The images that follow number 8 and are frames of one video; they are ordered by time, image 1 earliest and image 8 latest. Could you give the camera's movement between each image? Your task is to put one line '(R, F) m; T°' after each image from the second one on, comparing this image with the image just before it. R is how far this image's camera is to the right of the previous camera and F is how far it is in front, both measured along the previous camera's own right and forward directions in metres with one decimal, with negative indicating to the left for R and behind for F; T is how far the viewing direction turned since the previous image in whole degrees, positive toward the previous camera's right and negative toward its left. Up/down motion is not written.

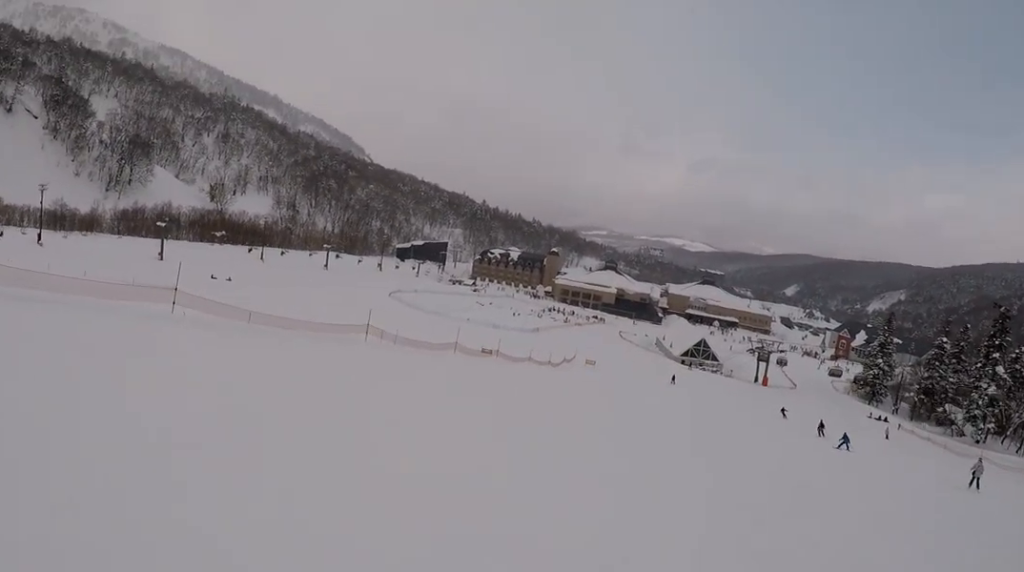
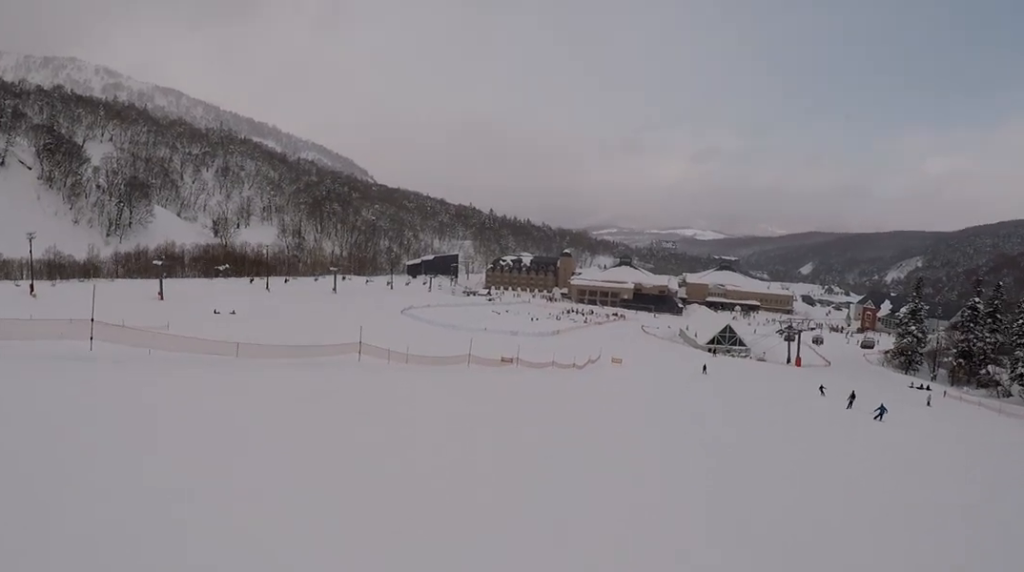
(+0.2, +5.6) m; +2°
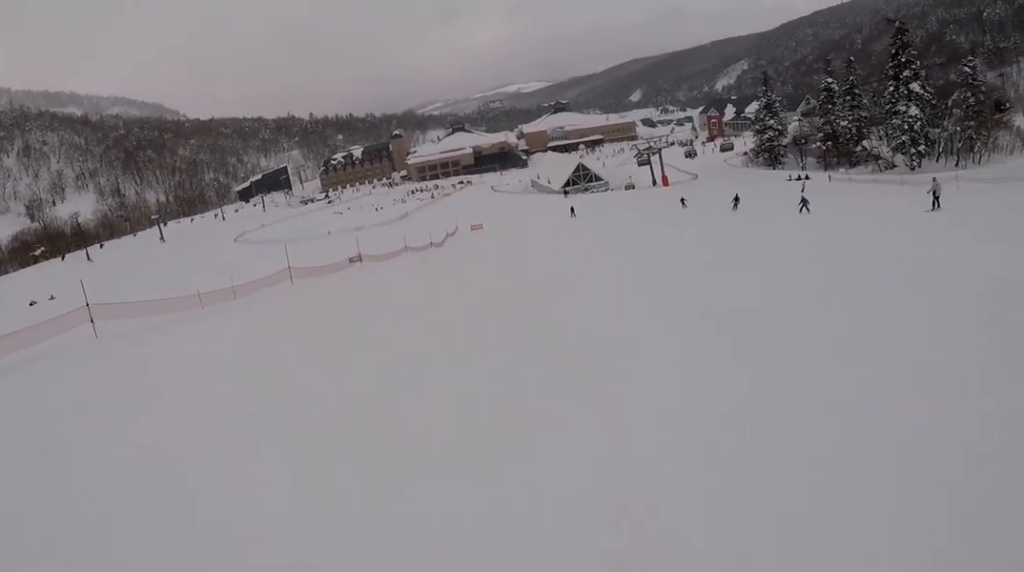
(0.0, +12.0) m; 0°
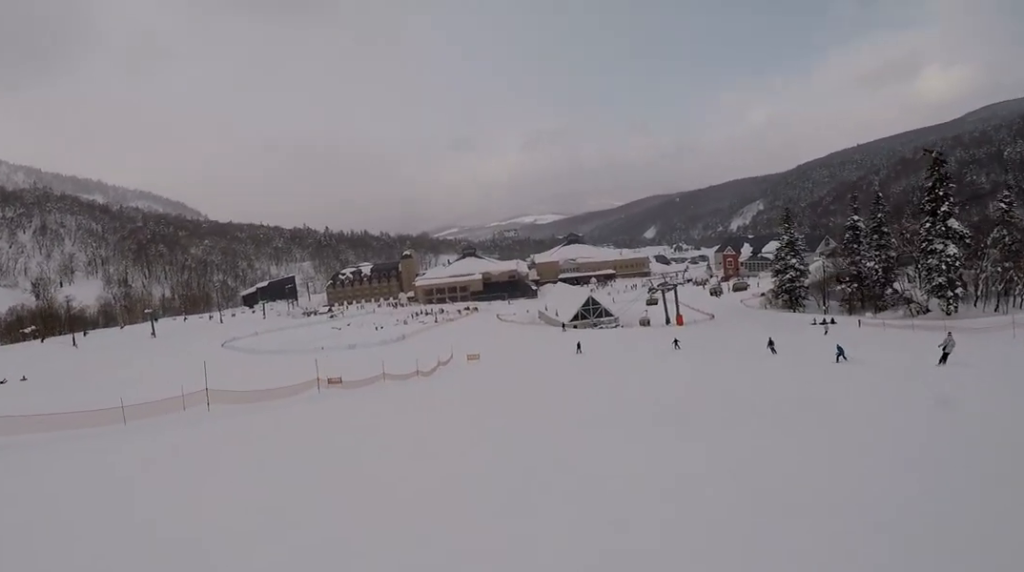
(0.0, +8.3) m; -1°
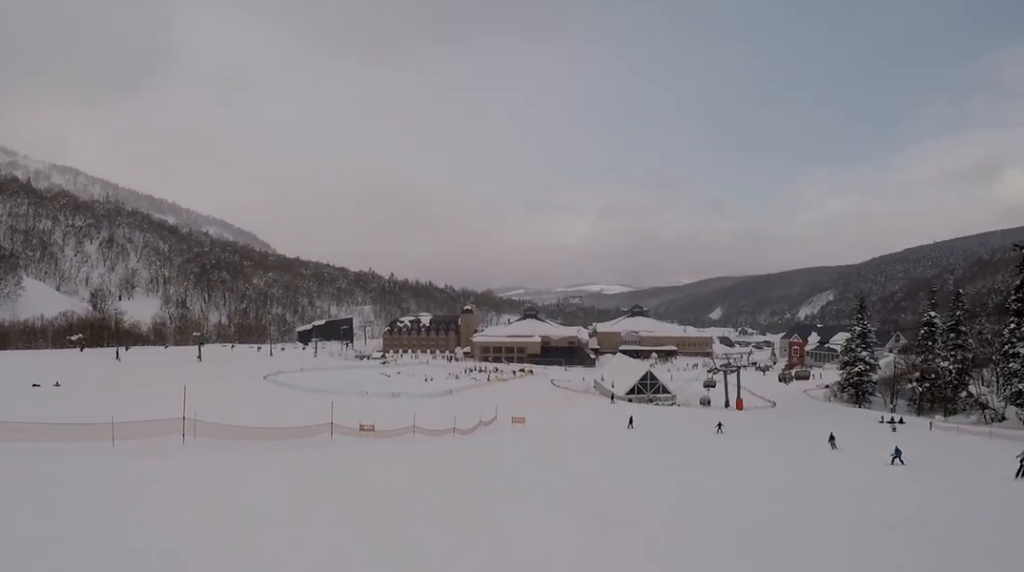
(-0.1, +4.8) m; -1°
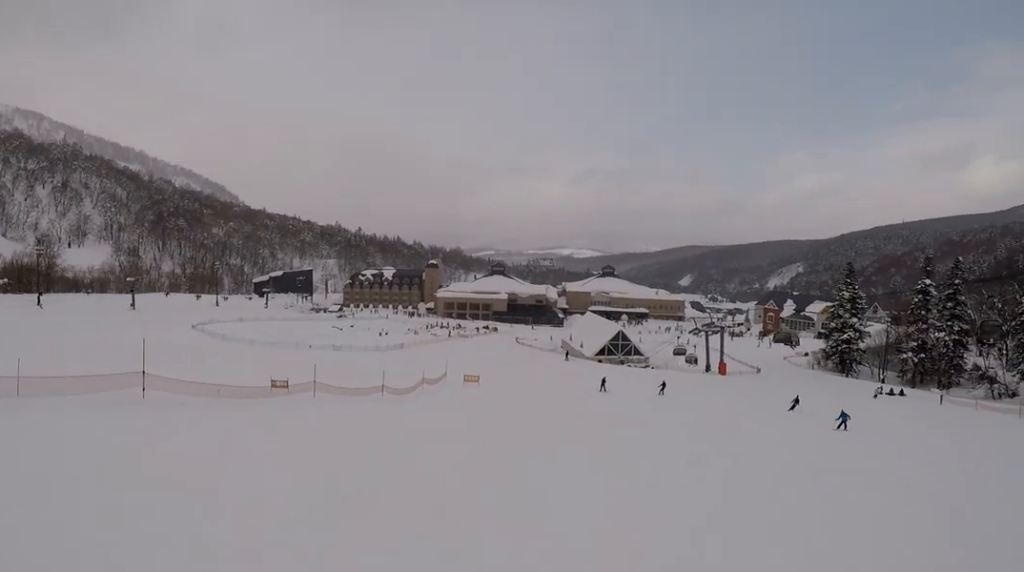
(-0.6, +14.6) m; -3°
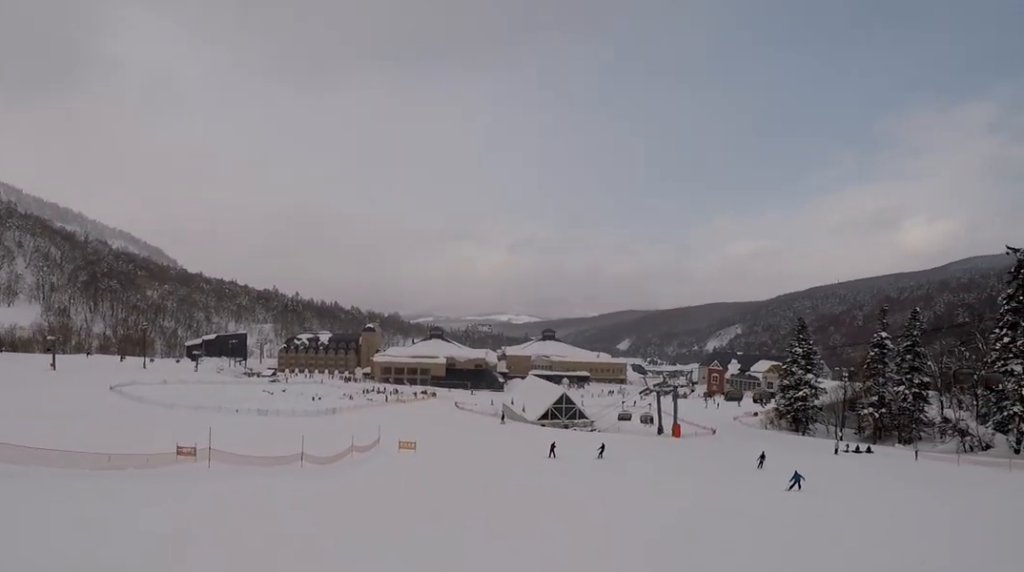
(-0.4, +7.2) m; 0°
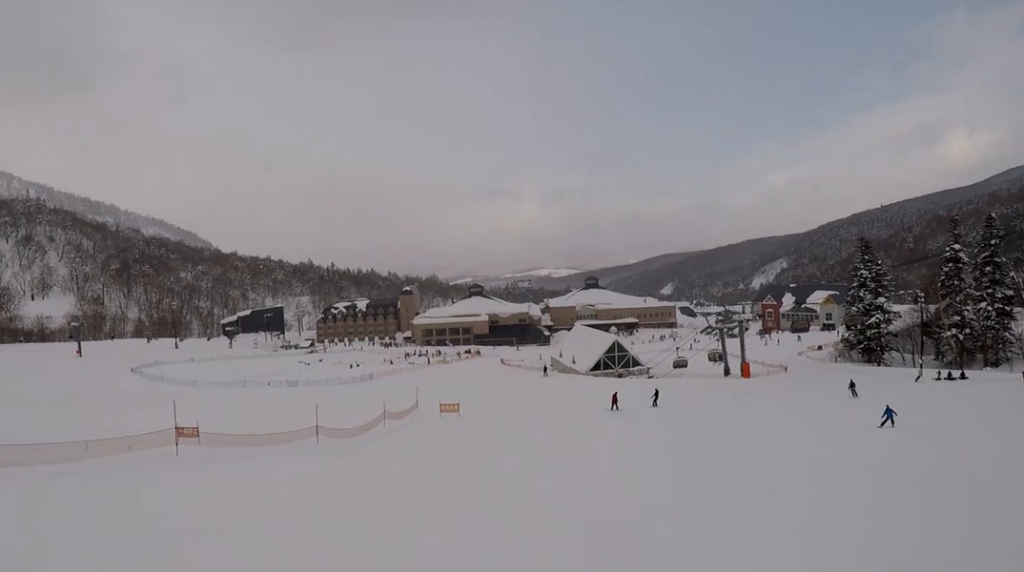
(+0.5, +8.2) m; +2°
